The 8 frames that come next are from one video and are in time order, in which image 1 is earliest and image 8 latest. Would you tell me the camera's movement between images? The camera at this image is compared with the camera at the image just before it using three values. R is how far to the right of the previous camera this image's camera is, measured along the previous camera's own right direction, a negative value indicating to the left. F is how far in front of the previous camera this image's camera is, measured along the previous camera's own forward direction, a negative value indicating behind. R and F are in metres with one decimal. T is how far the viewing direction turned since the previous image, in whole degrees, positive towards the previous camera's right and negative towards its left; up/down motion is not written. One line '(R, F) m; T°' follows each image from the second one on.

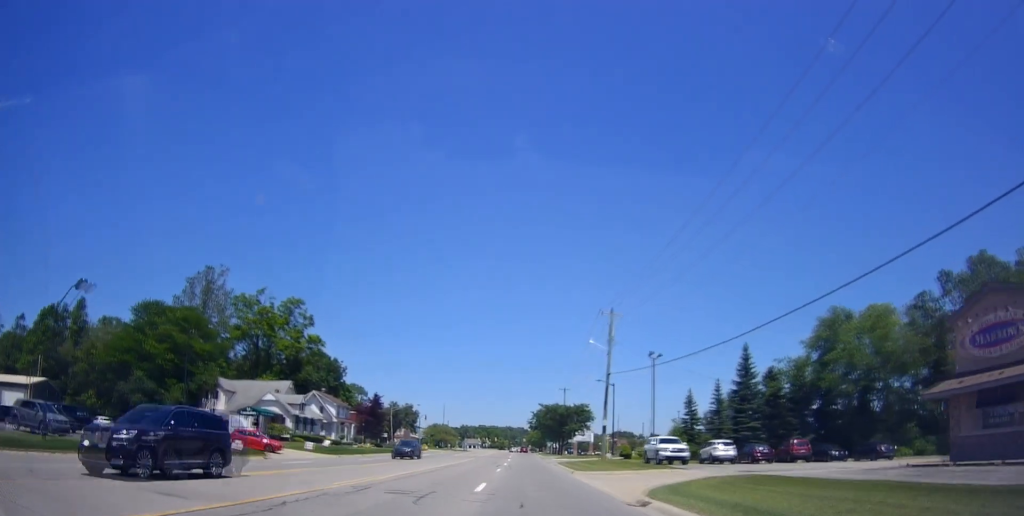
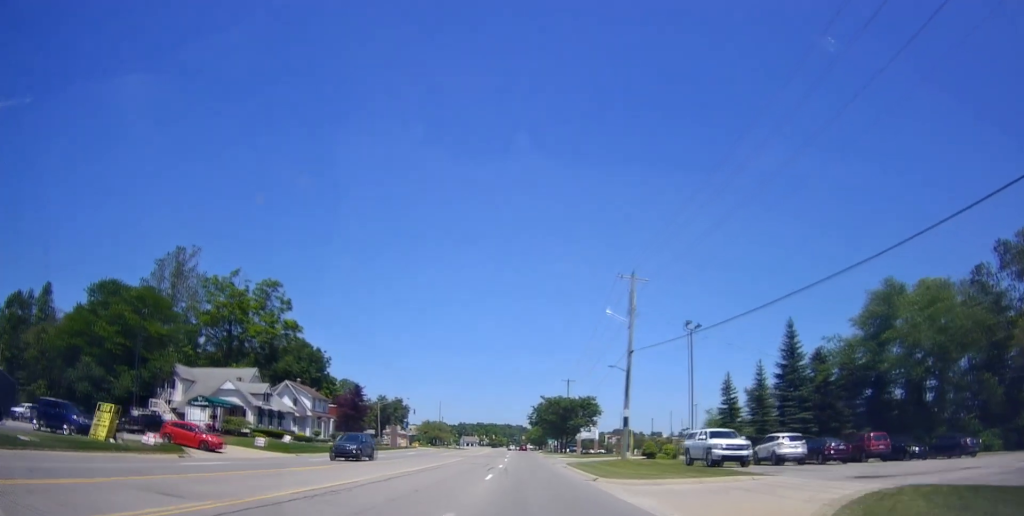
(0.0, +10.7) m; +1°
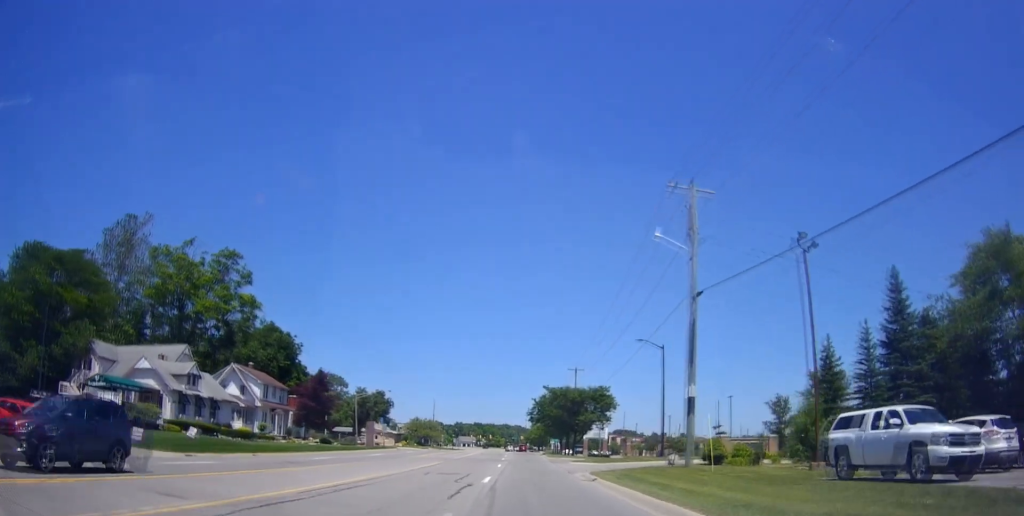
(+0.1, +15.9) m; +1°
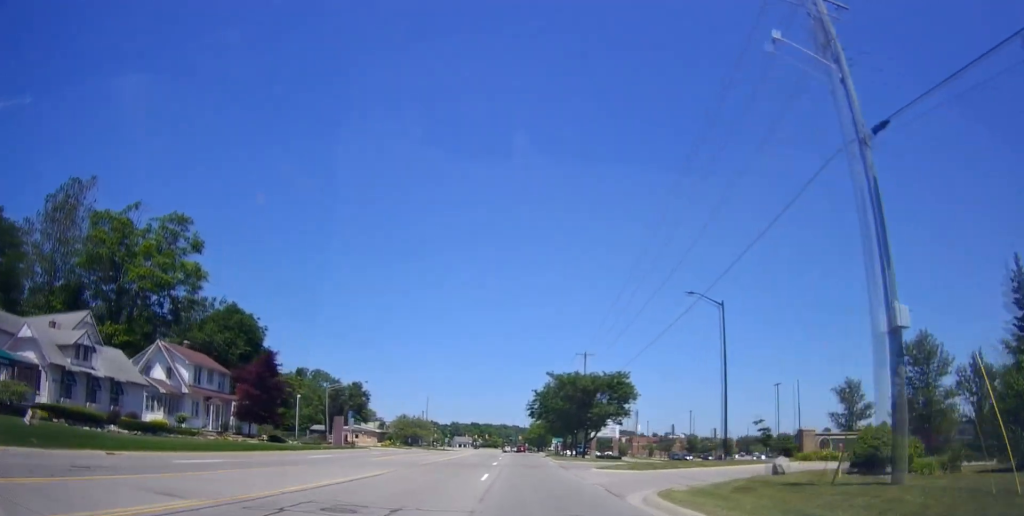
(+0.4, +15.1) m; 0°
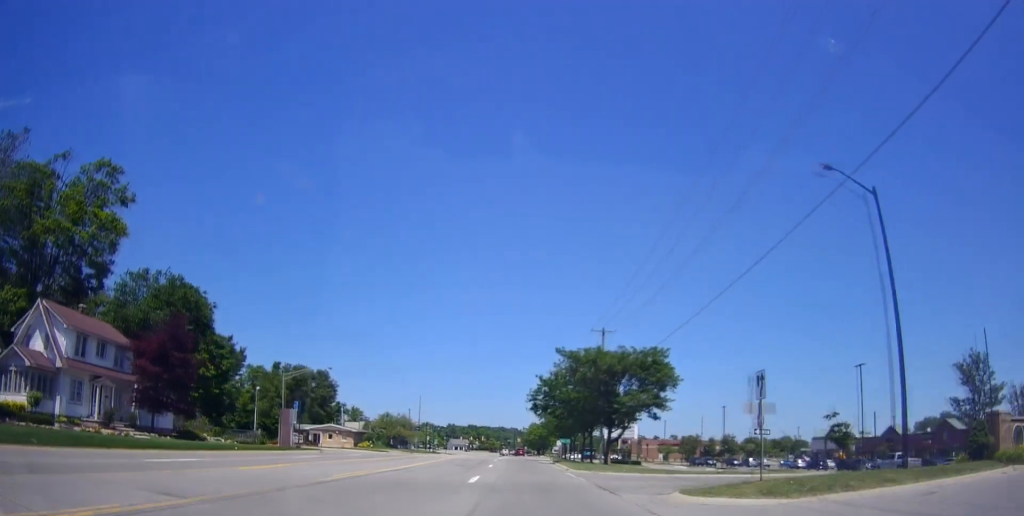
(-0.5, +16.8) m; -1°
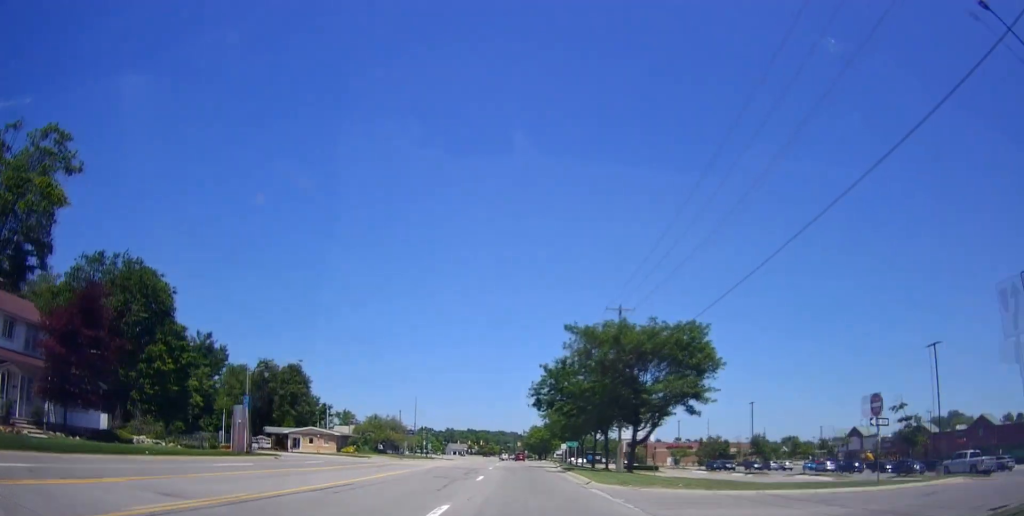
(+0.1, +9.9) m; 0°
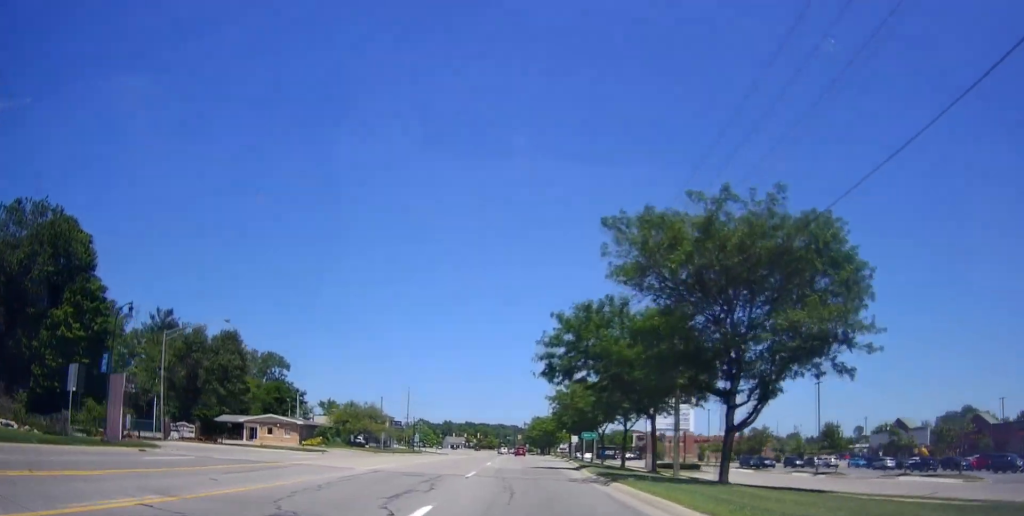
(+0.1, +16.6) m; 0°
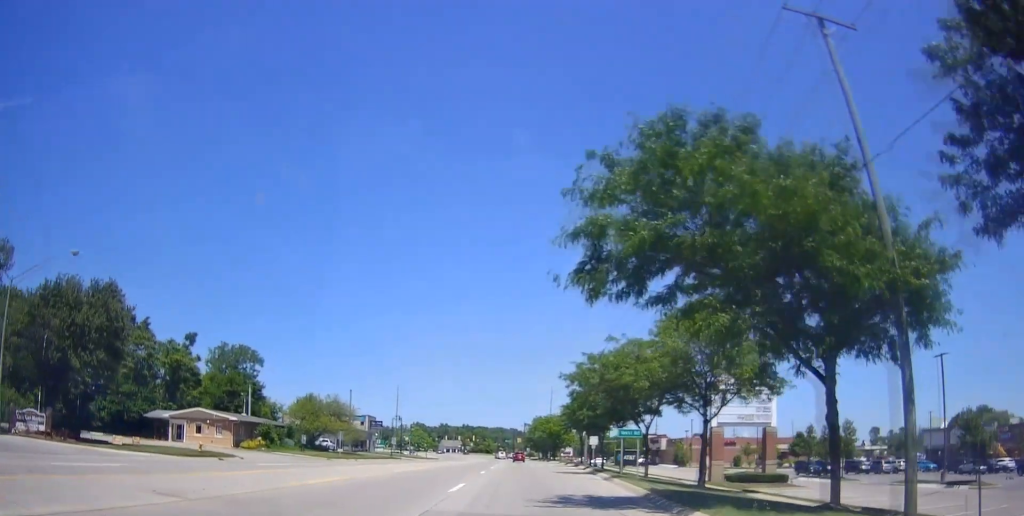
(0.0, +19.2) m; -1°
